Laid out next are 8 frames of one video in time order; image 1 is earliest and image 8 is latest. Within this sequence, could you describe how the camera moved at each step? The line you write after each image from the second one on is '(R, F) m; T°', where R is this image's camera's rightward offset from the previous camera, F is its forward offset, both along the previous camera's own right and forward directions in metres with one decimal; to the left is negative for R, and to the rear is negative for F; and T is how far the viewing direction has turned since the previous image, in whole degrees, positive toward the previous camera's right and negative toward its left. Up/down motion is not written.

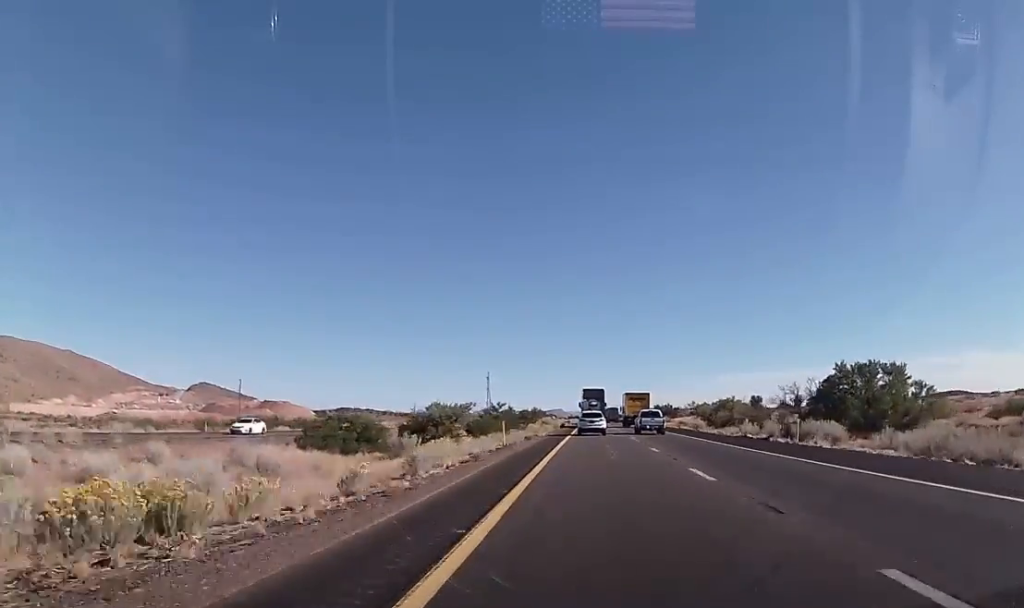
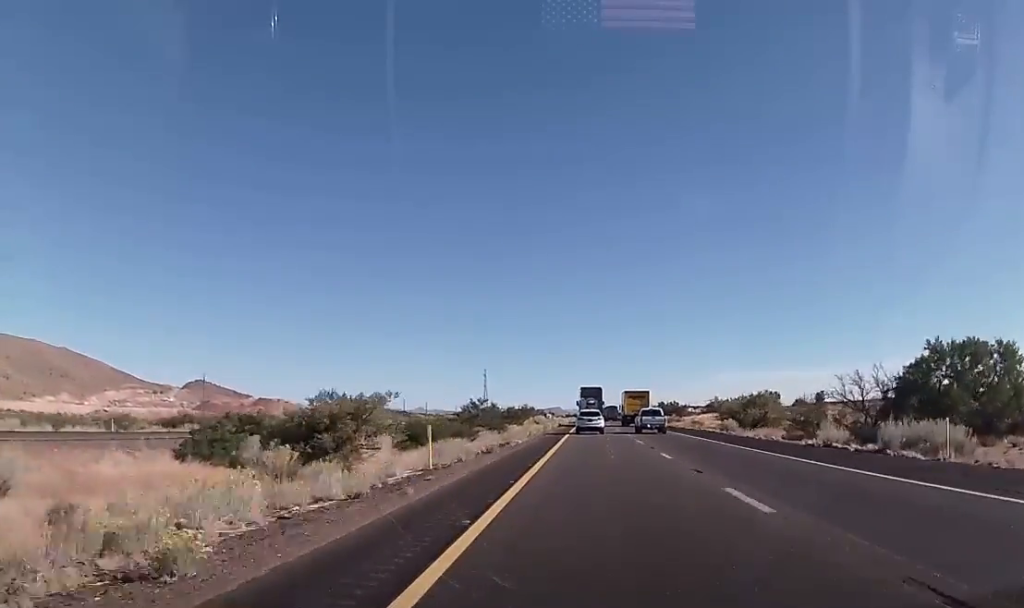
(+0.2, +17.6) m; 0°
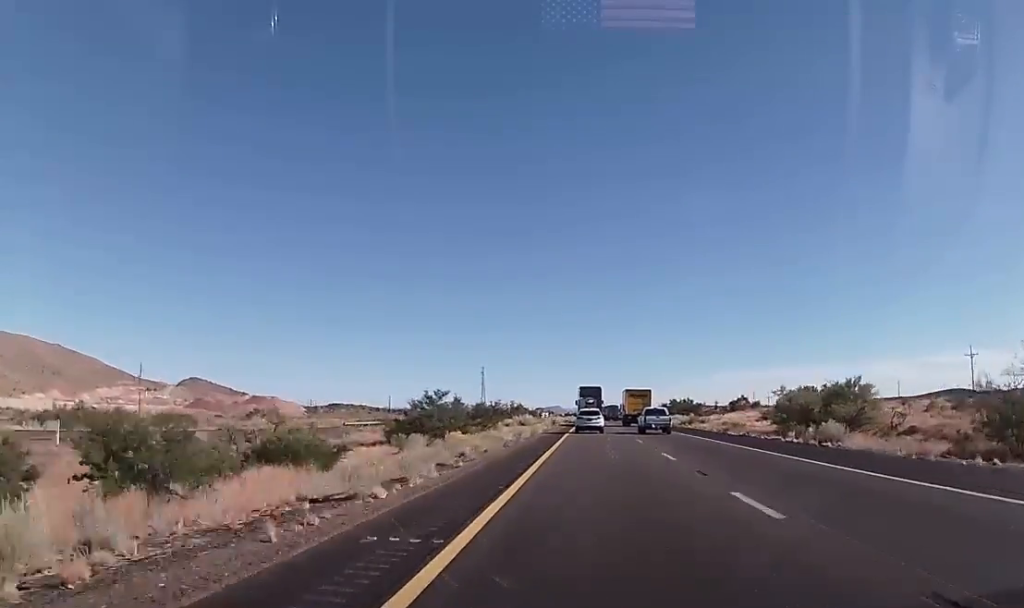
(-0.3, +25.8) m; 0°
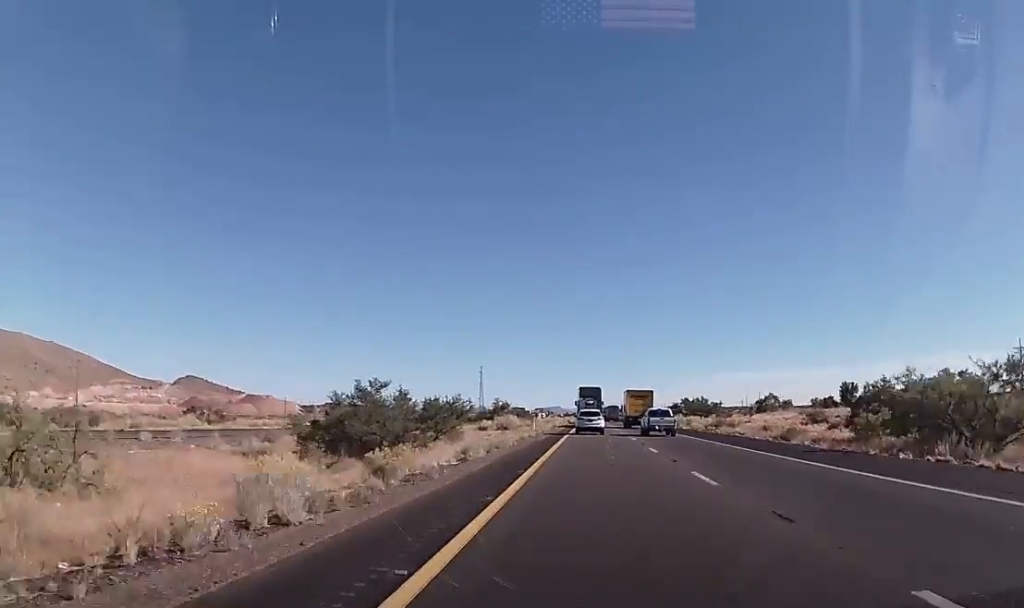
(+0.1, +19.7) m; 0°
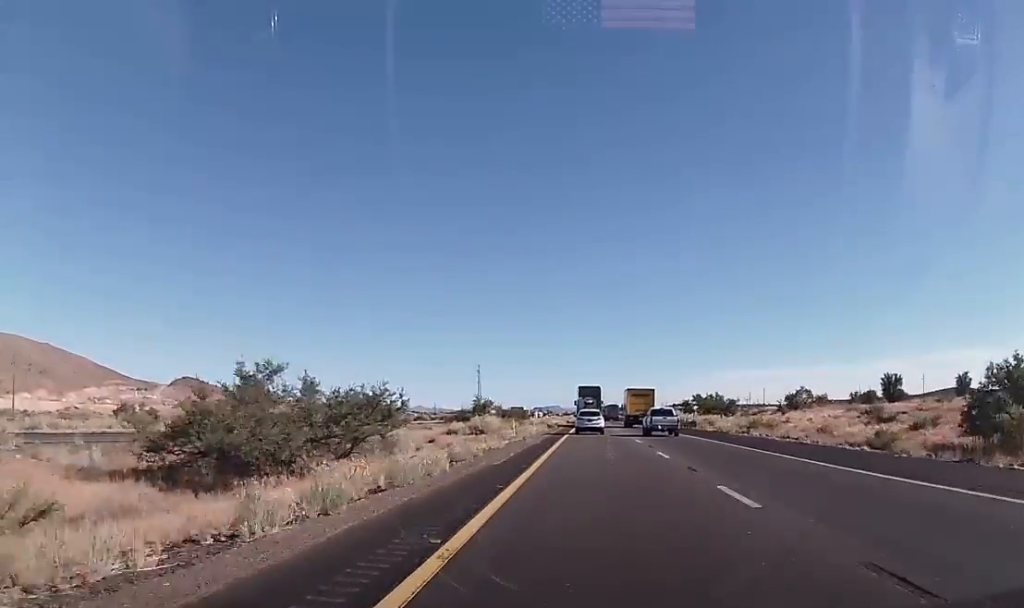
(+0.1, +16.2) m; 0°
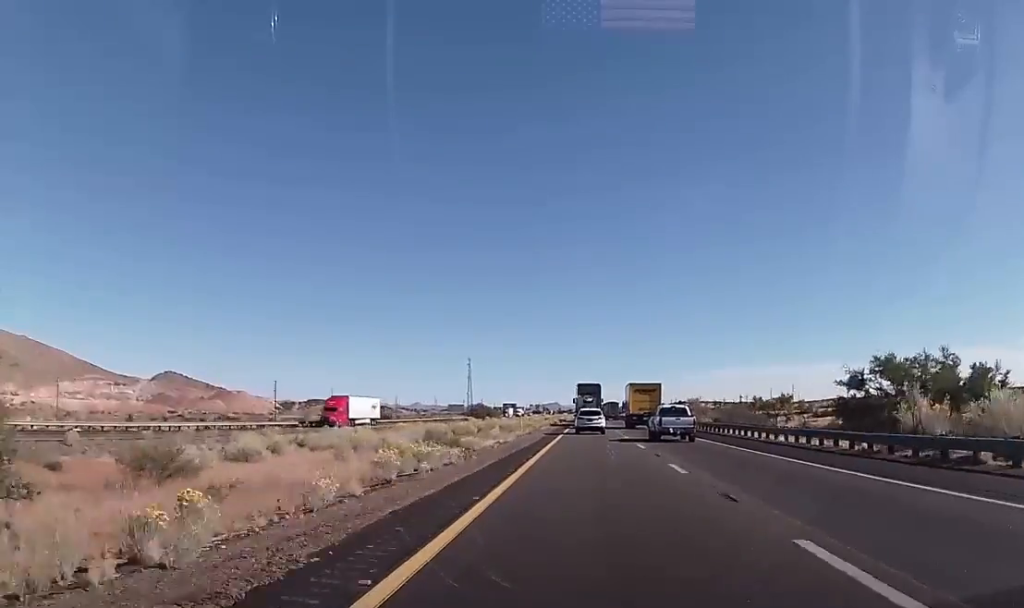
(0.0, +81.0) m; 0°
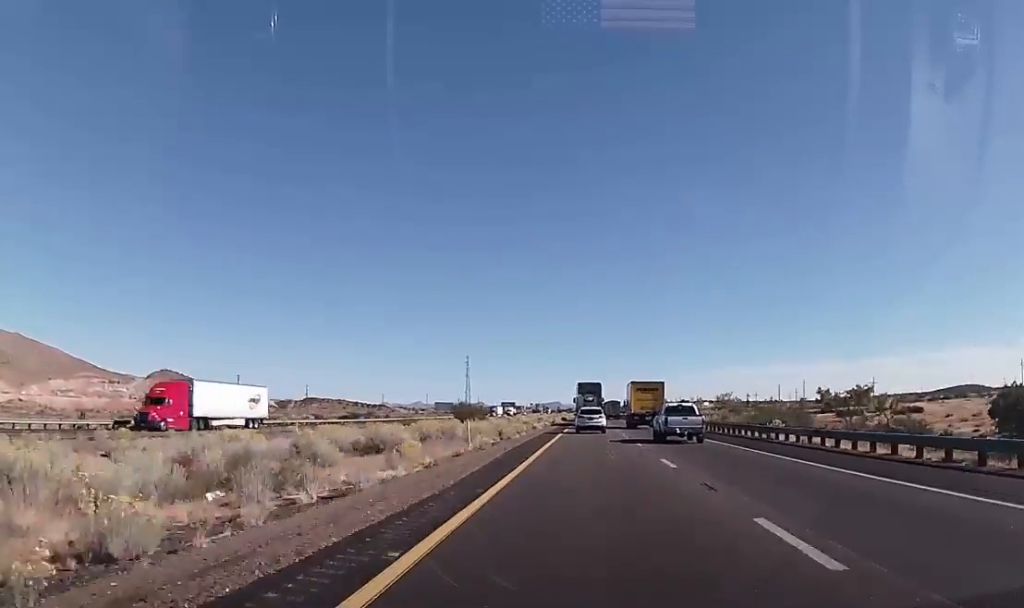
(-0.1, +23.2) m; 0°
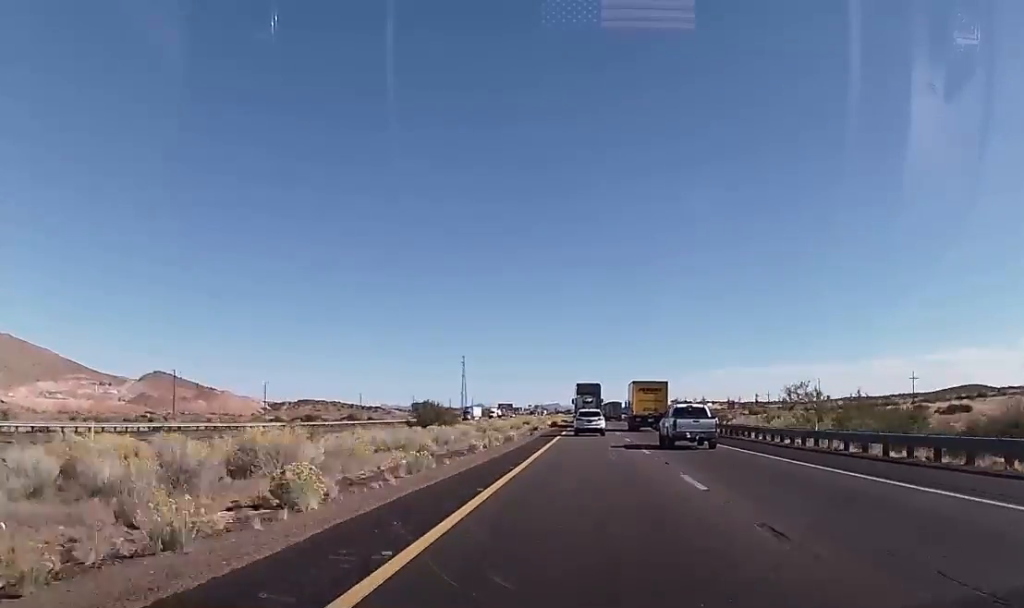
(+0.2, +30.1) m; +1°
